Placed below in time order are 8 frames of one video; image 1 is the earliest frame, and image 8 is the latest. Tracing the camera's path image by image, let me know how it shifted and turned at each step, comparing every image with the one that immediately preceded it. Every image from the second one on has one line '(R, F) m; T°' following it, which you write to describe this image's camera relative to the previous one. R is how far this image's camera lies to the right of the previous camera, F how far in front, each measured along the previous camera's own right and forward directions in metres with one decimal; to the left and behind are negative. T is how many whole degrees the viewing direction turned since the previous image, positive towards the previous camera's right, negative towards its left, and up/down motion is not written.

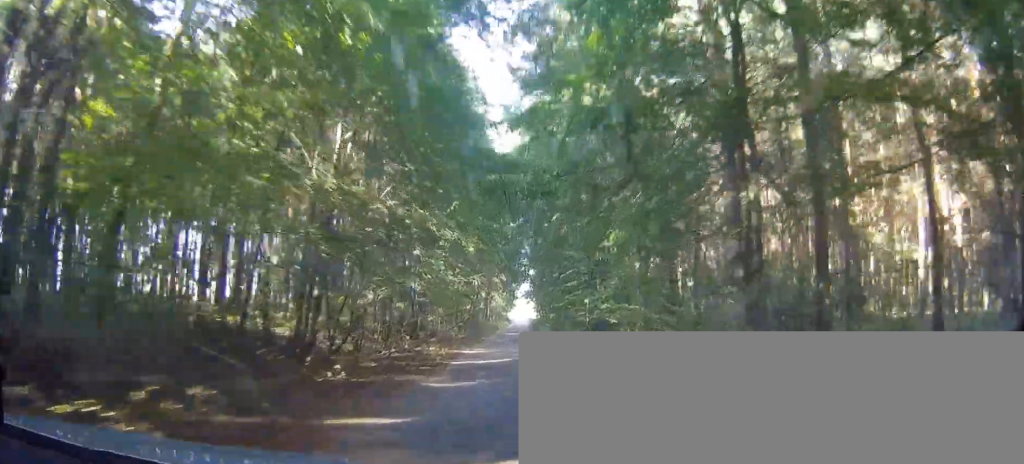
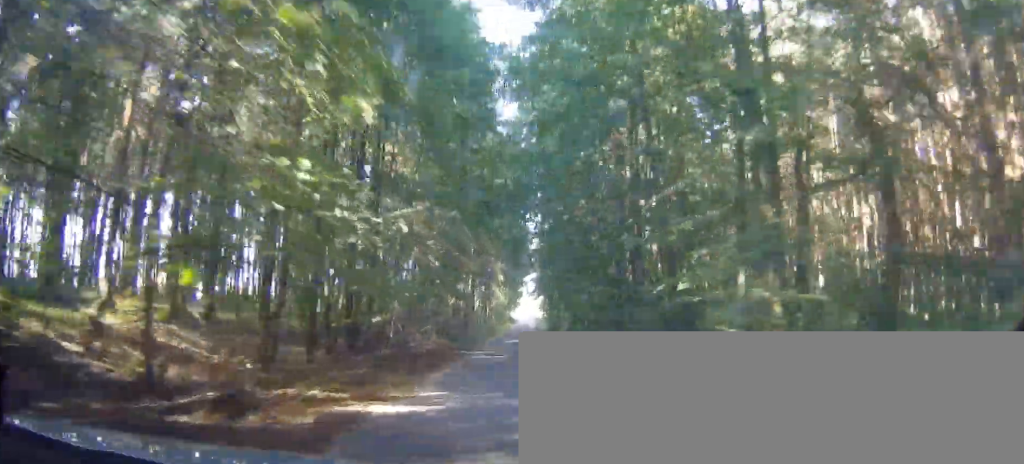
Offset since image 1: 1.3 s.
(0.0, +12.0) m; 0°
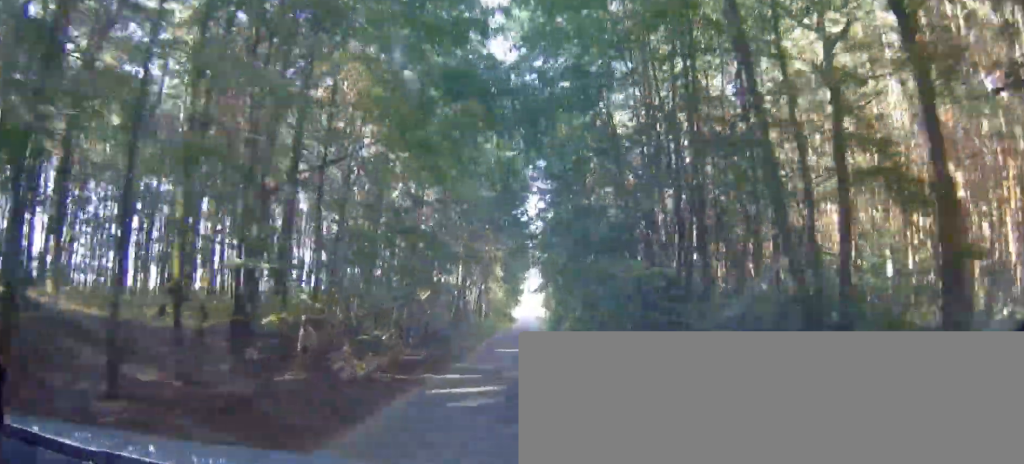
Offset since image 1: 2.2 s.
(0.0, +7.8) m; 0°
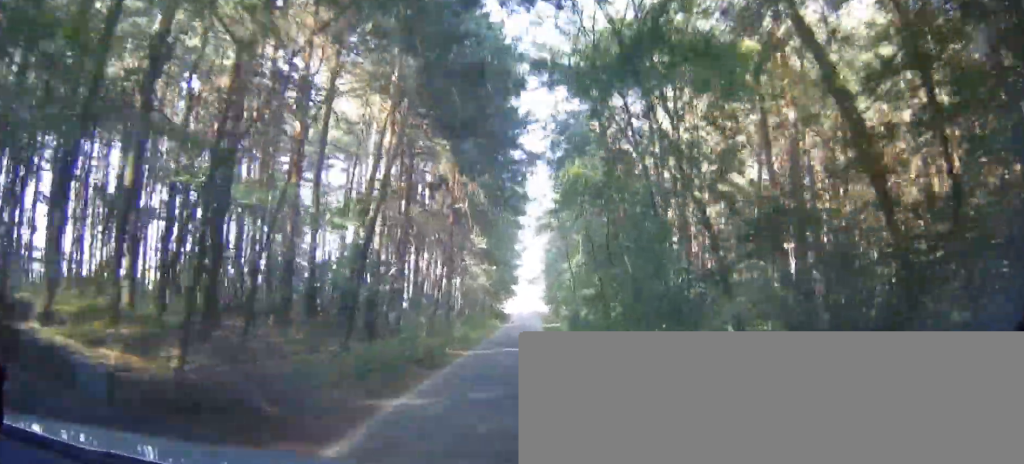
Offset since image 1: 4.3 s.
(0.0, +21.4) m; 0°
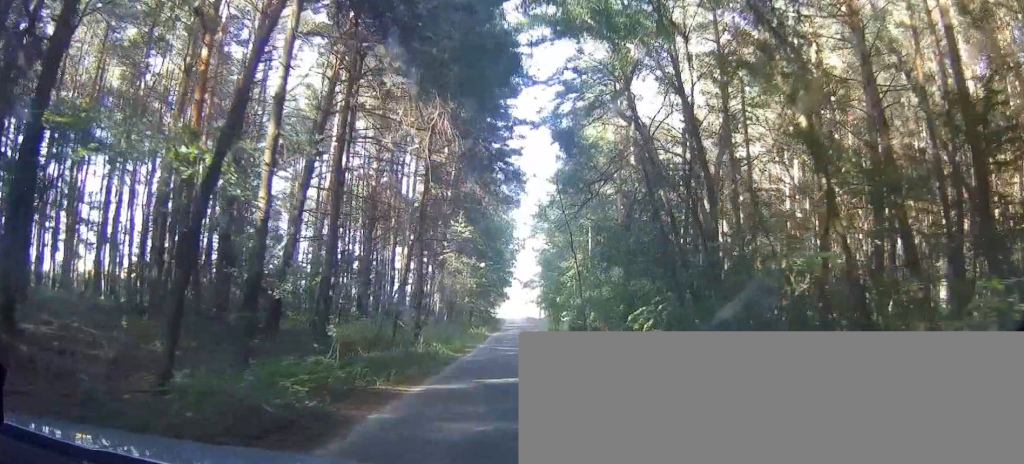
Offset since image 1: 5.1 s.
(0.0, +7.5) m; 0°
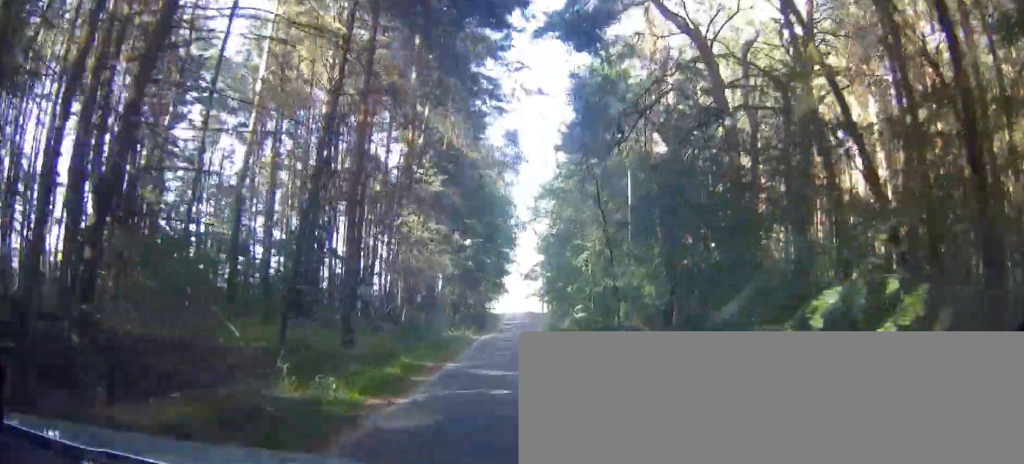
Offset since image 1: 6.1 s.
(0.0, +11.2) m; 0°
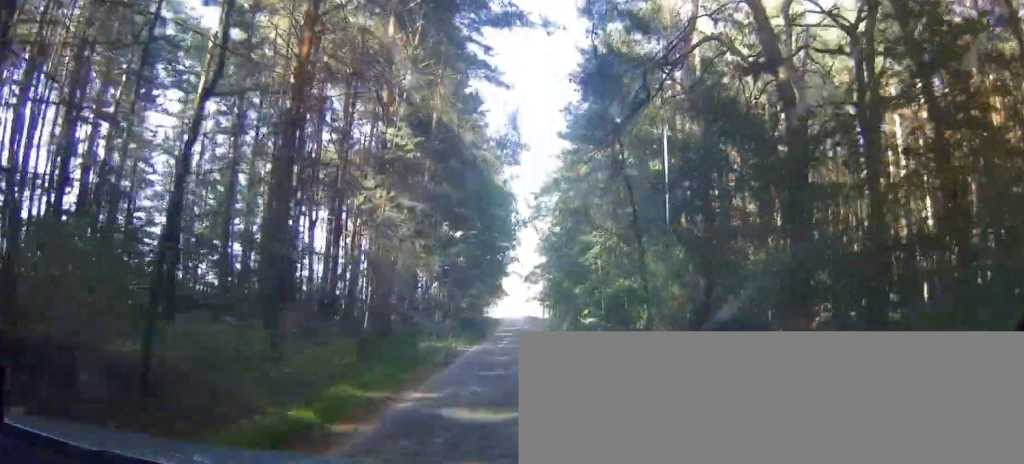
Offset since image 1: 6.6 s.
(0.0, +5.0) m; 0°
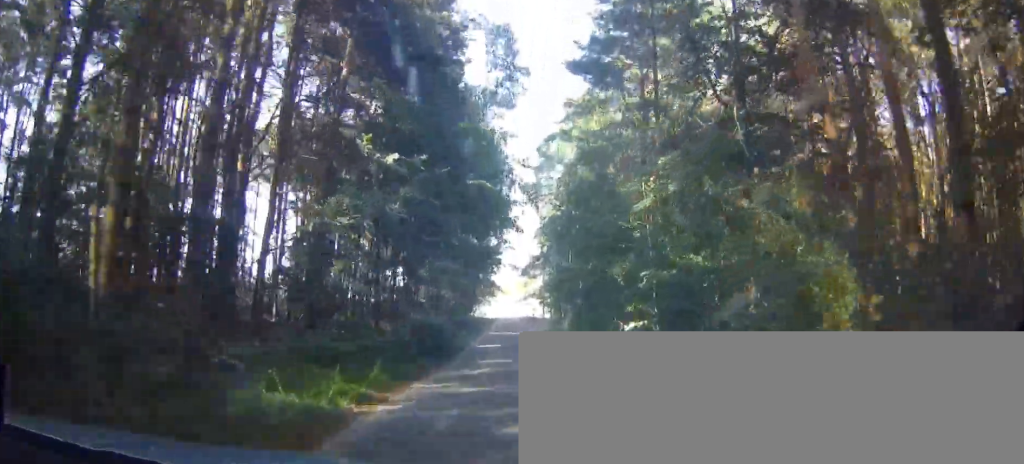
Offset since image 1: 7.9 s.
(0.0, +13.5) m; 0°
